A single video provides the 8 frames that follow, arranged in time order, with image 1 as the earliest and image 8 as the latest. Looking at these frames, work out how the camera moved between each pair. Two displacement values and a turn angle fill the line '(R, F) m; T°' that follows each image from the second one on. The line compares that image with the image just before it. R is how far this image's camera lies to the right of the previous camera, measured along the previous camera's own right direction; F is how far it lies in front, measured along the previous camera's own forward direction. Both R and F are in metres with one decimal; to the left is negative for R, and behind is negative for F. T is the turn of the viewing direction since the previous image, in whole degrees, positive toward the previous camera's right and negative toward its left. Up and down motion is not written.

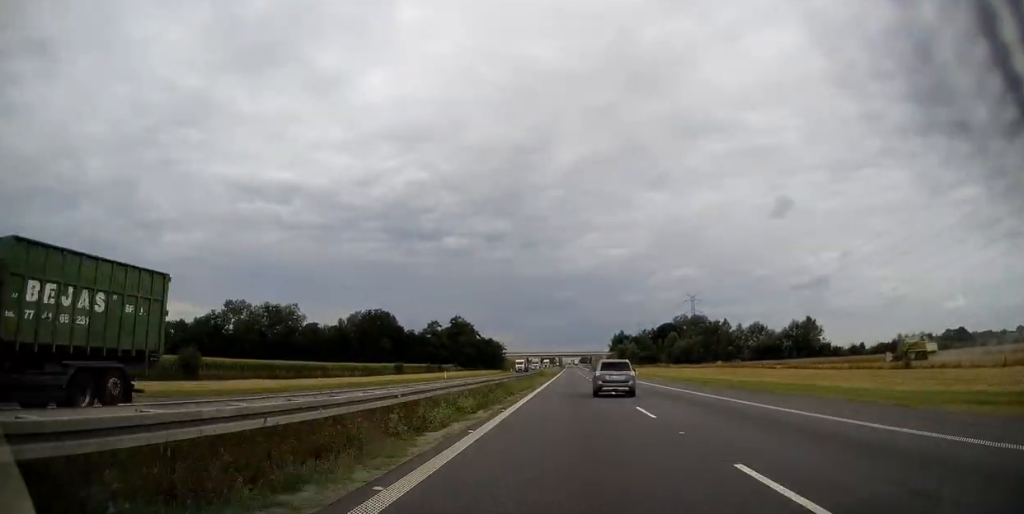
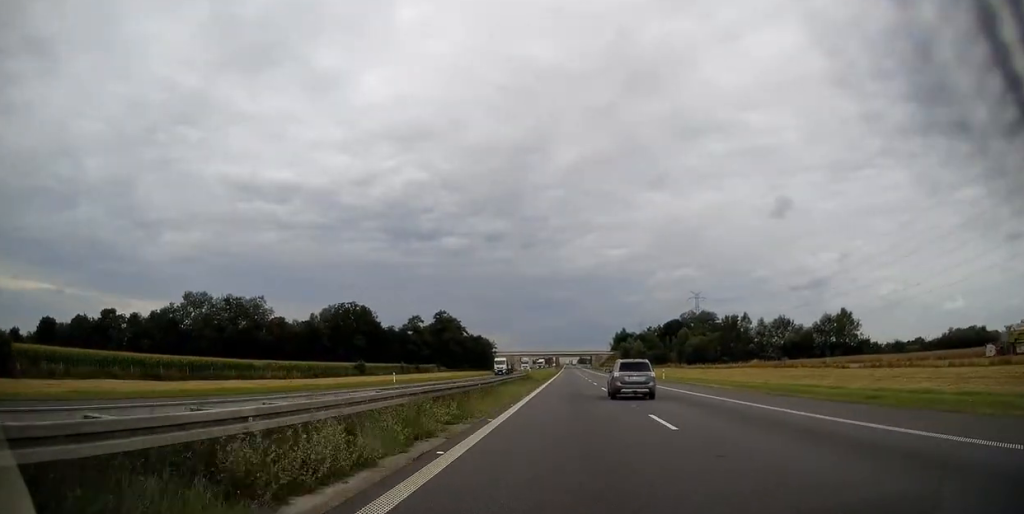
(+0.1, +27.1) m; 0°
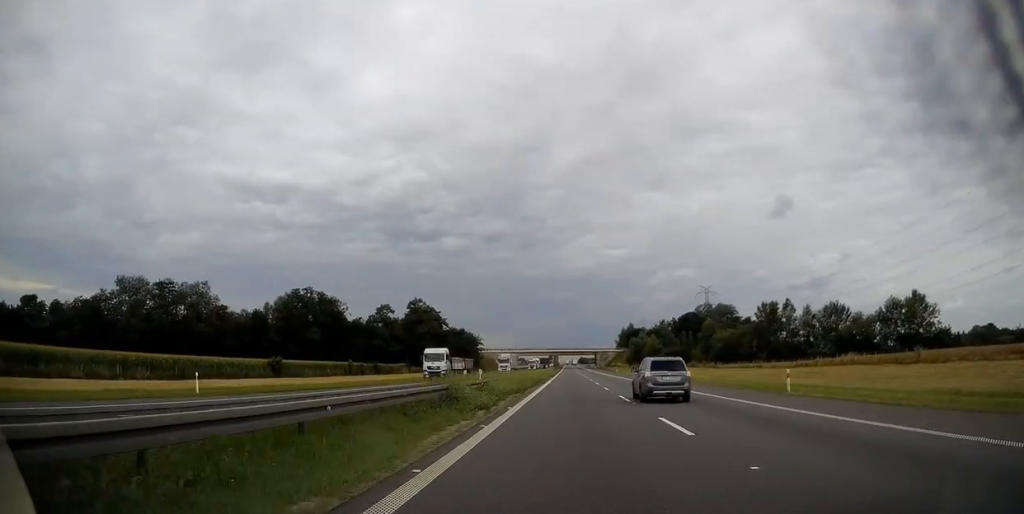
(-0.1, +37.5) m; 0°
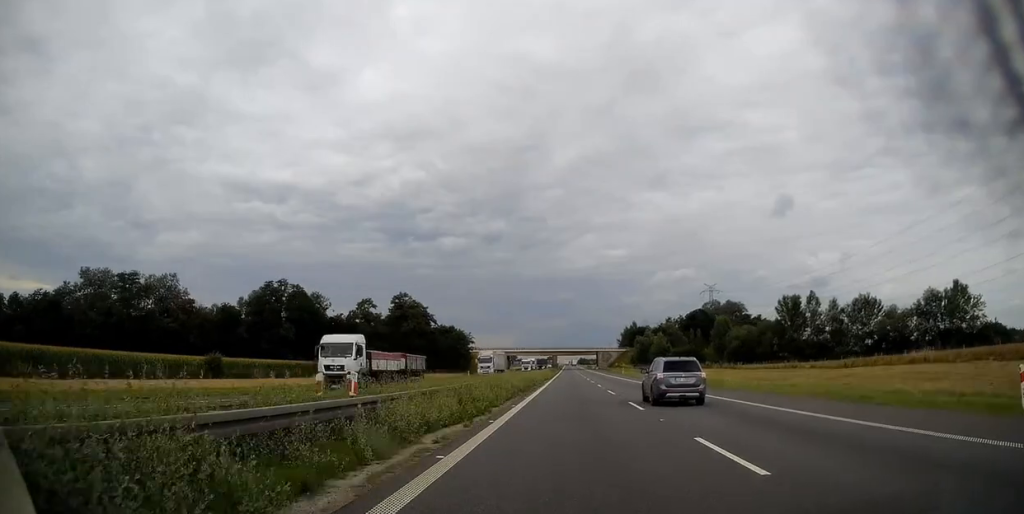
(-0.1, +16.5) m; 0°
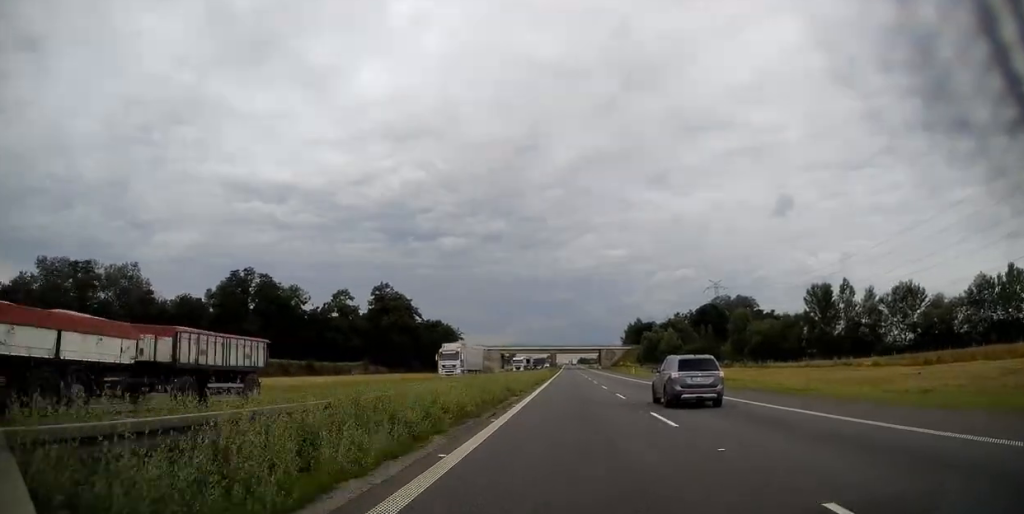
(-0.2, +17.8) m; 0°
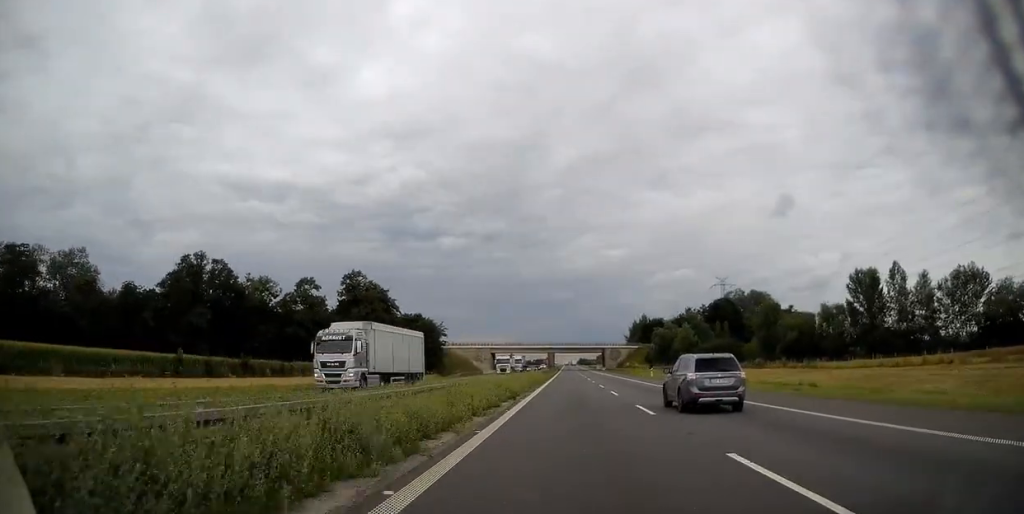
(+0.2, +20.6) m; 0°
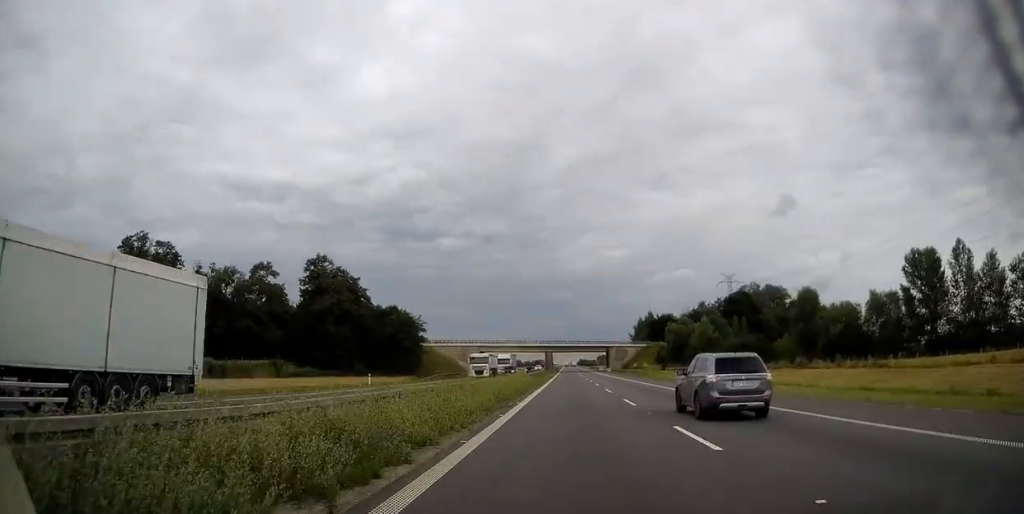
(+0.3, +19.4) m; 0°
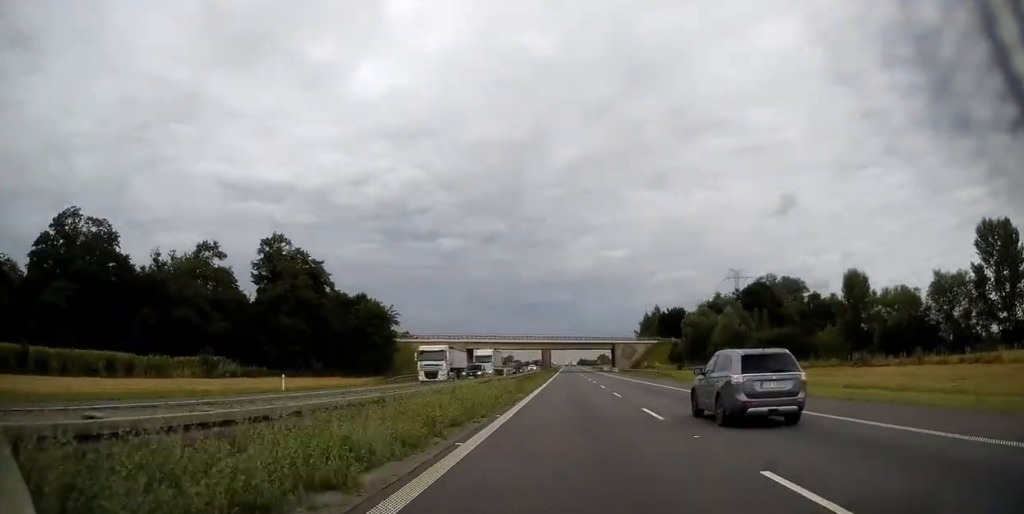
(-0.2, +18.3) m; 0°
